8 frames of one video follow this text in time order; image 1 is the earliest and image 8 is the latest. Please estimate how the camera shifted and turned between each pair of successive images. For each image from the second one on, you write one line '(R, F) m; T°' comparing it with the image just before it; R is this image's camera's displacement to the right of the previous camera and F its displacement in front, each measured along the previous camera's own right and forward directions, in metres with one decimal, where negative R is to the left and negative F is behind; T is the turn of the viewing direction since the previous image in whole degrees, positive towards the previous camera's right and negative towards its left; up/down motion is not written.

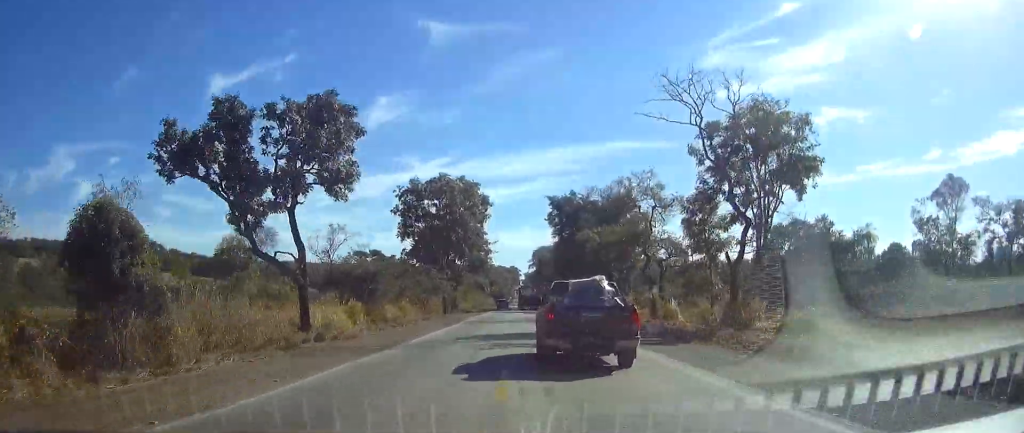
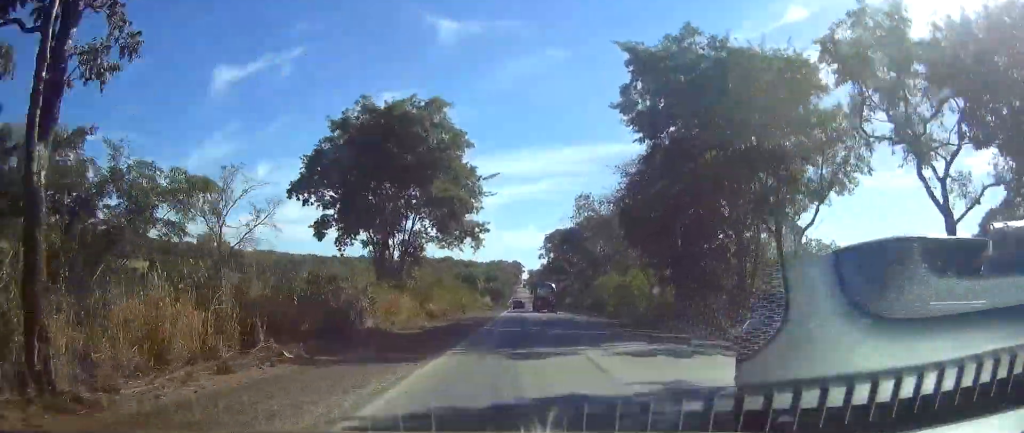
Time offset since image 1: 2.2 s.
(-0.8, +67.5) m; 0°
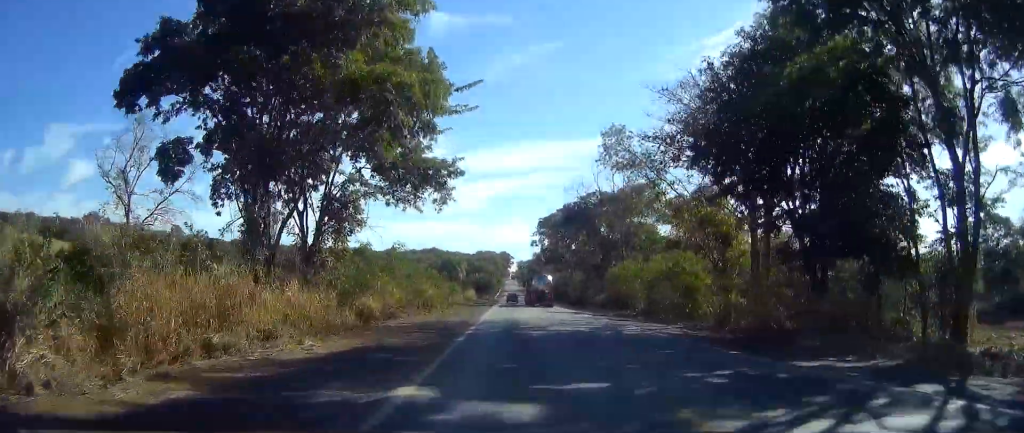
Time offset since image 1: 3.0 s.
(0.0, +24.1) m; 0°
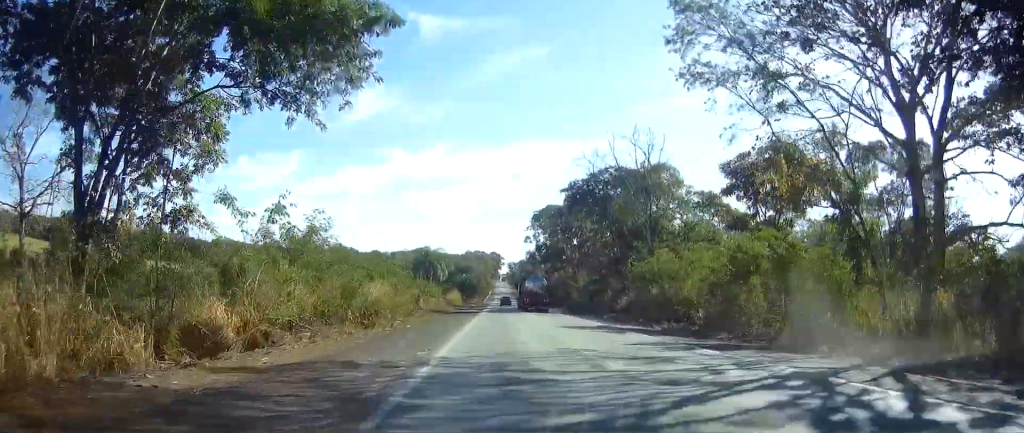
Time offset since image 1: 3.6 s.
(+0.1, +20.6) m; 0°
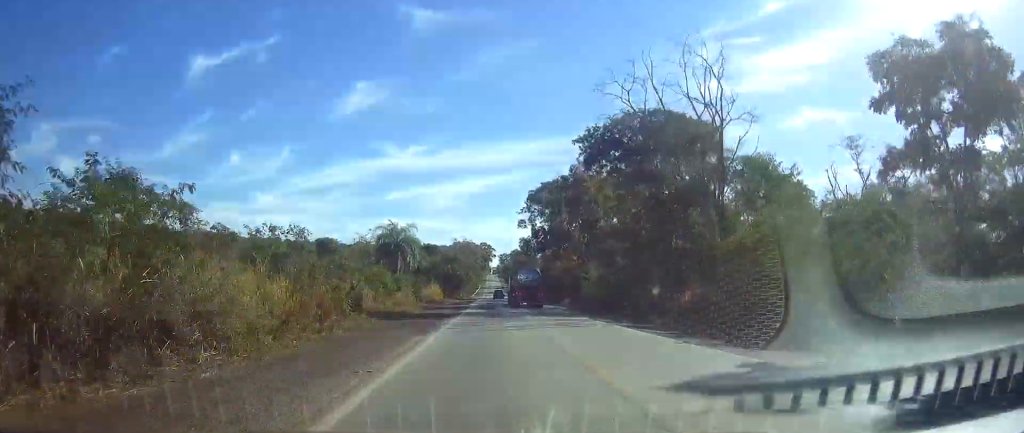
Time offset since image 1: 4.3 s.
(0.0, +21.8) m; 0°
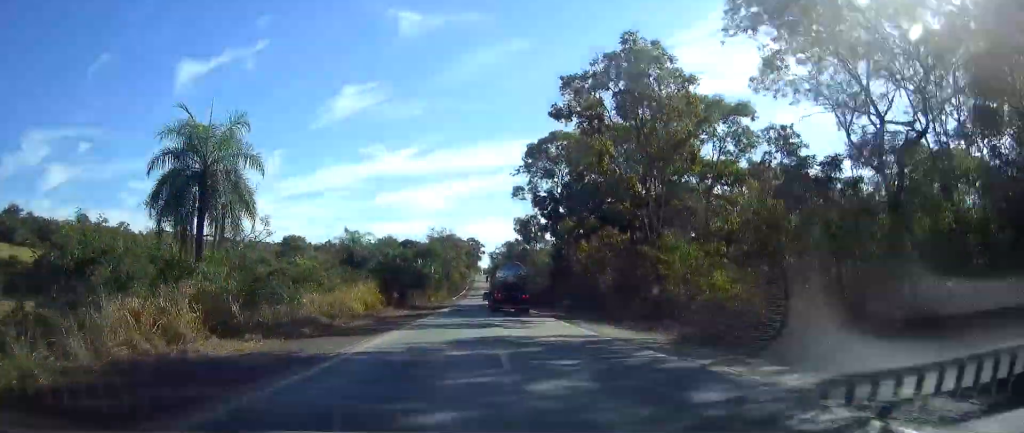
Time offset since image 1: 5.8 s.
(+0.5, +45.9) m; +1°
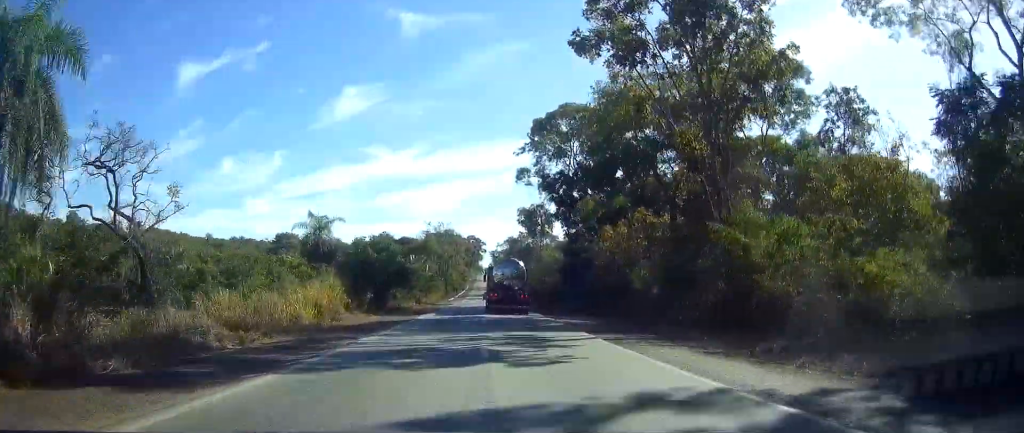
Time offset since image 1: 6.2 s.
(0.0, +13.8) m; 0°
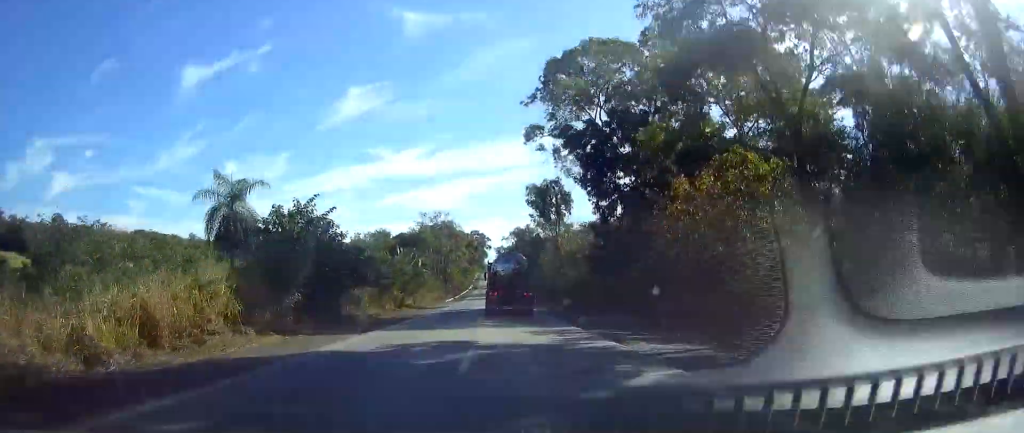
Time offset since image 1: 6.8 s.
(0.0, +20.0) m; 0°
